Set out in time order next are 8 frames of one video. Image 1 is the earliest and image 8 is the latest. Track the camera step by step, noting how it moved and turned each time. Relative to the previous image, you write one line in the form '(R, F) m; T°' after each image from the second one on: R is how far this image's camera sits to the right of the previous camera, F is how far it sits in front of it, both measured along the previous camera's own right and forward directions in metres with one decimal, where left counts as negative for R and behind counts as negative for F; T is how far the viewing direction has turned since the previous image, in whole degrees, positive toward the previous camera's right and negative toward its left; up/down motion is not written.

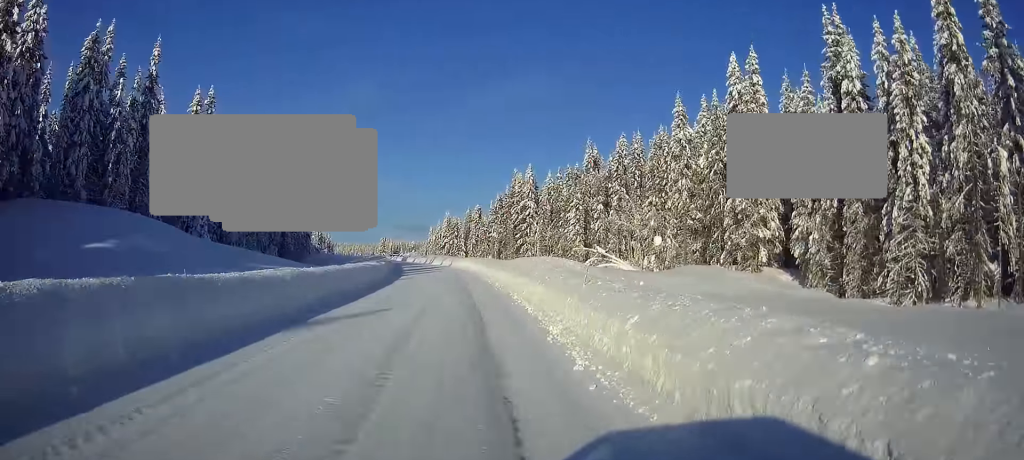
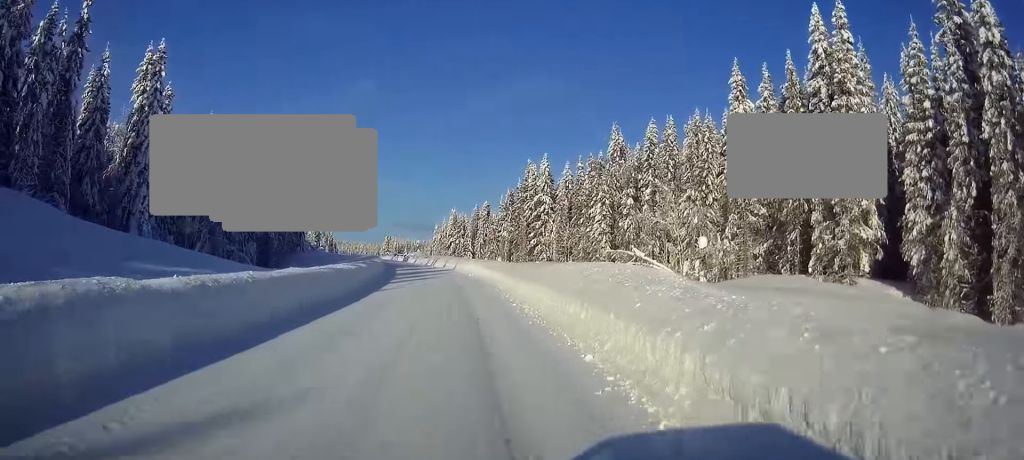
(+0.1, +13.8) m; 0°
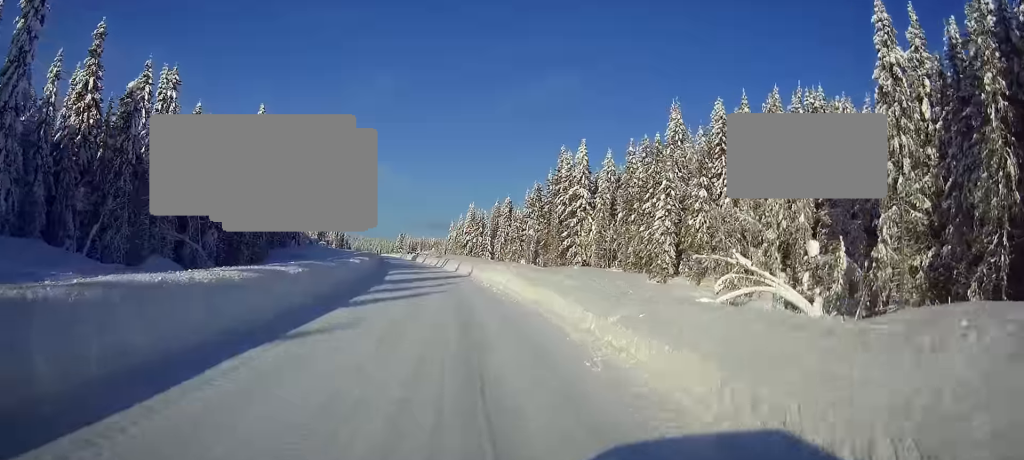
(-0.3, +20.3) m; -2°
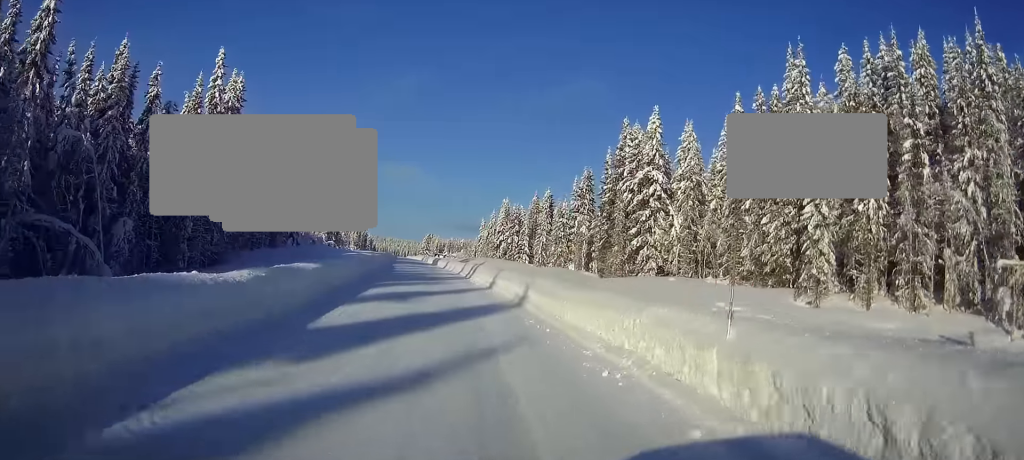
(-0.4, +24.9) m; -1°
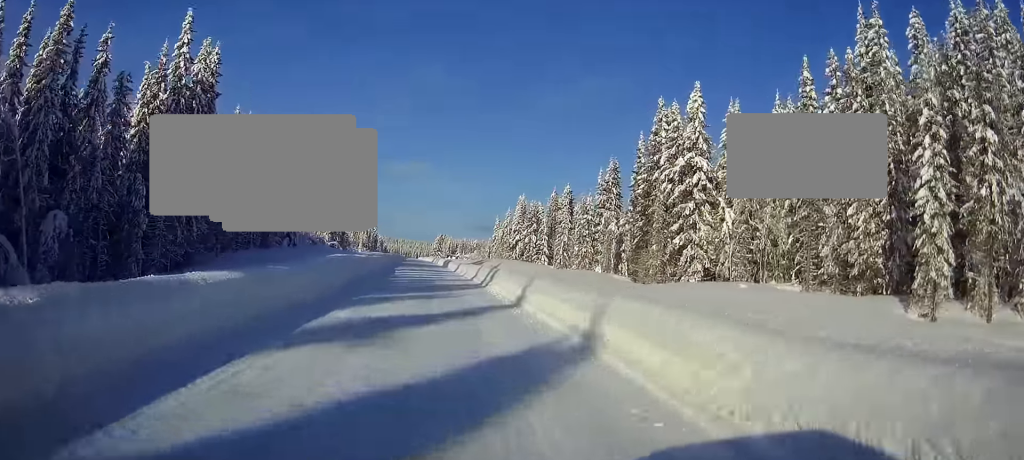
(0.0, +10.8) m; -1°
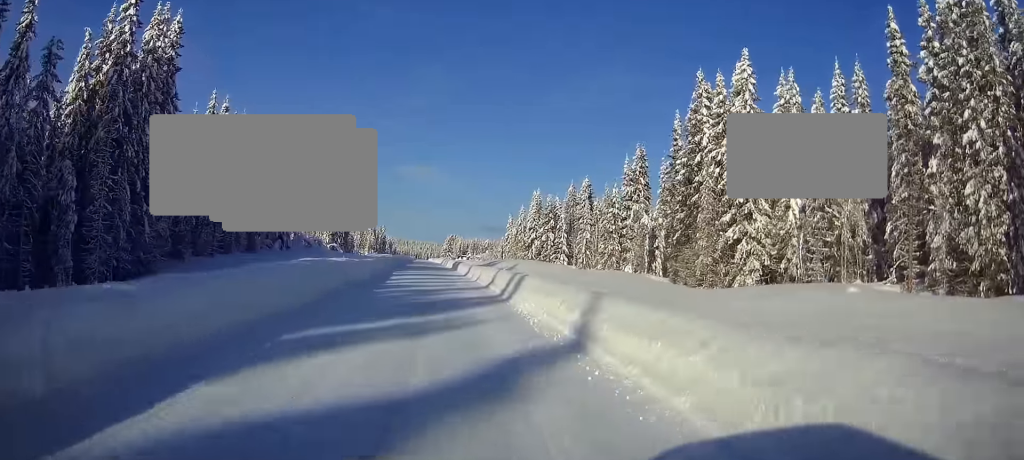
(-0.1, +10.9) m; -1°
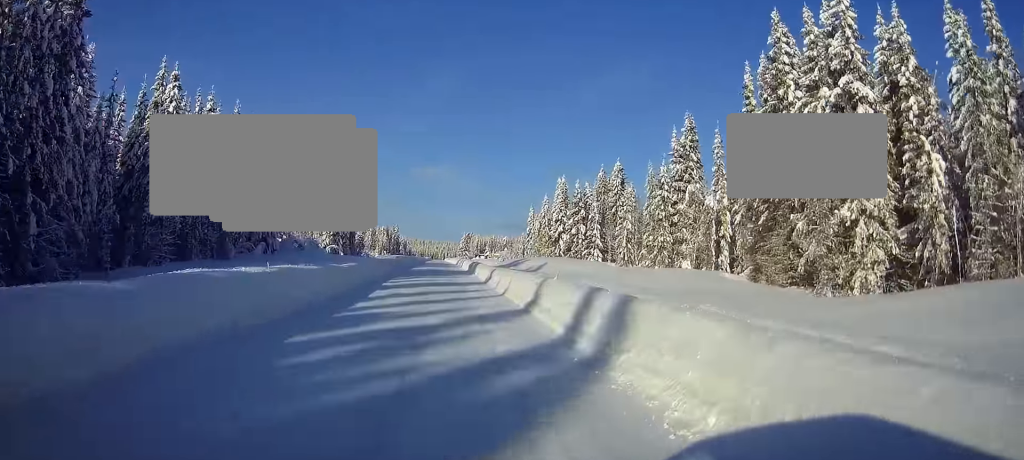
(-0.1, +15.8) m; -1°
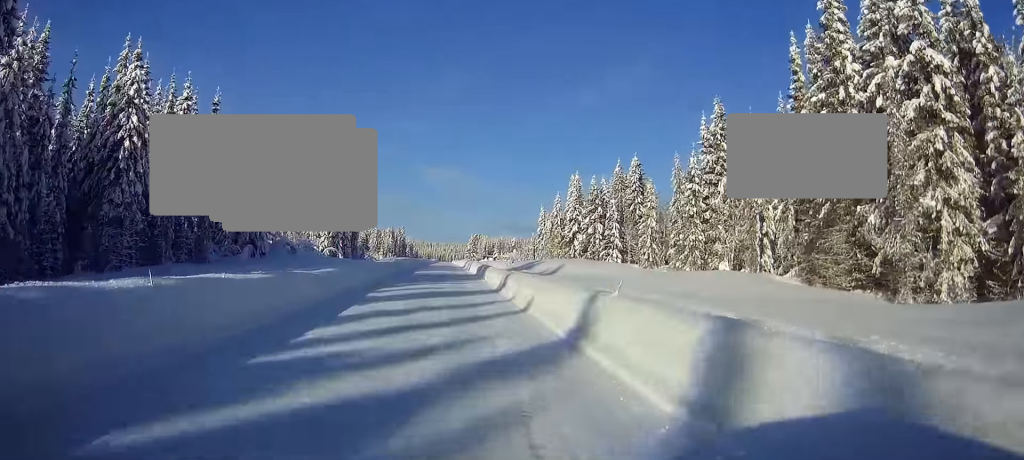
(0.0, +7.9) m; -1°
